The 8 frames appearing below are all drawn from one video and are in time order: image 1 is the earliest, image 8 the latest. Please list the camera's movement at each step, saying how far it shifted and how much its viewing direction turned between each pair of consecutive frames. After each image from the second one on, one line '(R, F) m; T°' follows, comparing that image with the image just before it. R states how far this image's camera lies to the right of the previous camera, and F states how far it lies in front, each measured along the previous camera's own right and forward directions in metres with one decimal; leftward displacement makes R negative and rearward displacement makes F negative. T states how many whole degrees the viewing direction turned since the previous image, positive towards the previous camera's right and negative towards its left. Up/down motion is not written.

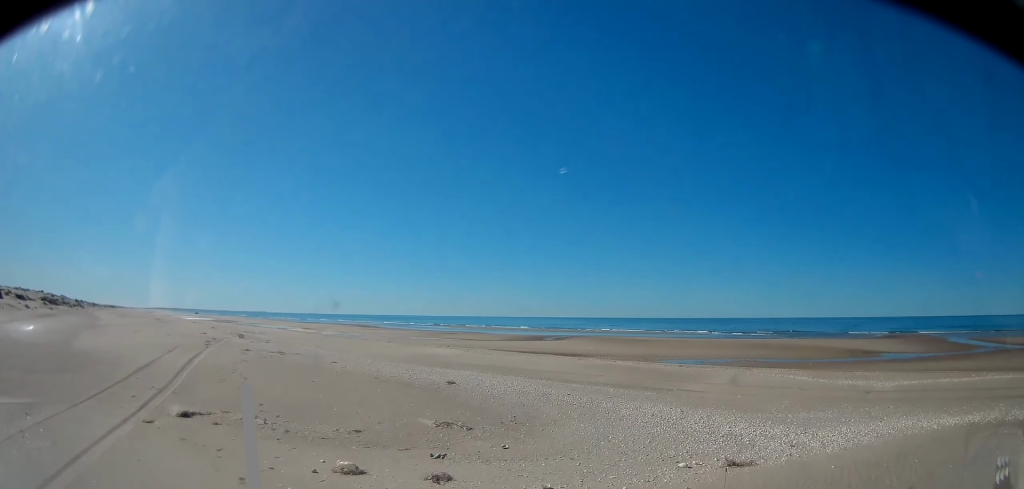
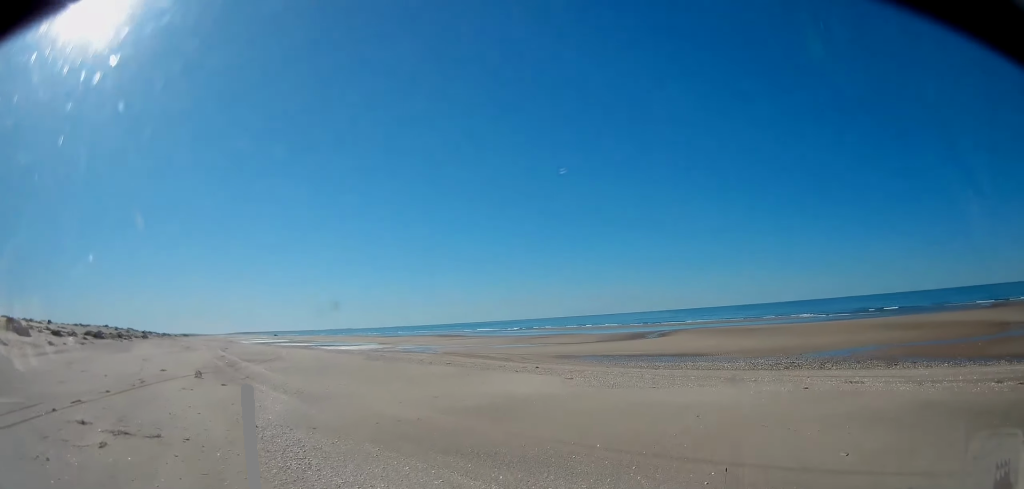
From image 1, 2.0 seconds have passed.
(-1.5, +16.6) m; -14°
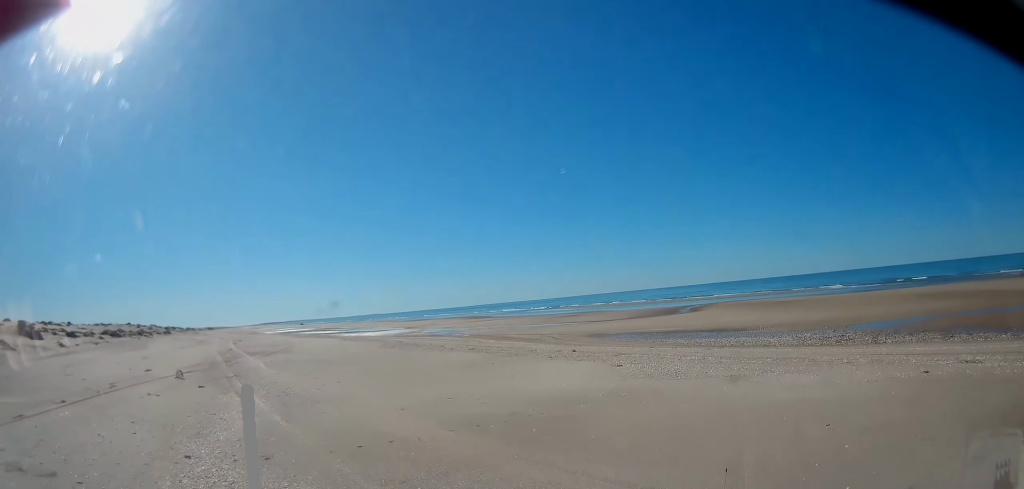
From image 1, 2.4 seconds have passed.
(-0.2, +3.8) m; -3°
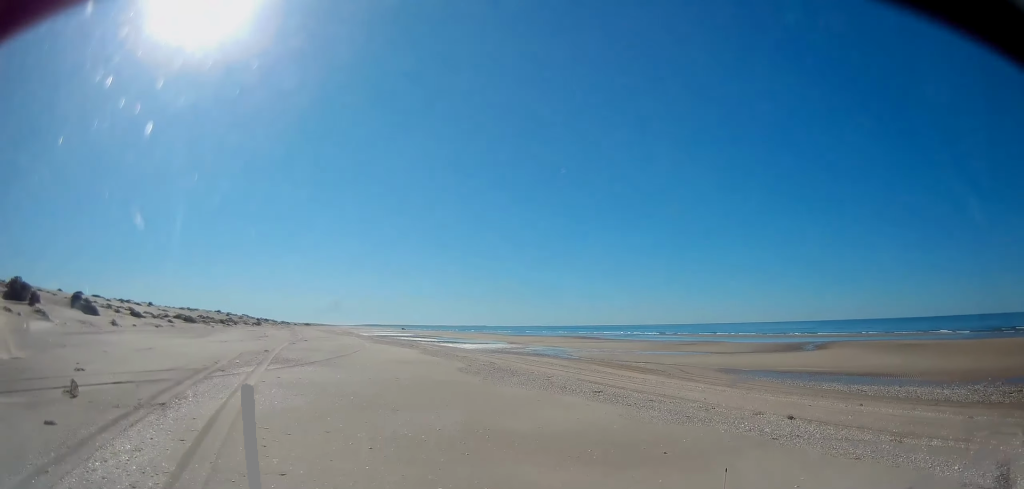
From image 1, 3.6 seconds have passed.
(-0.7, +10.7) m; -8°
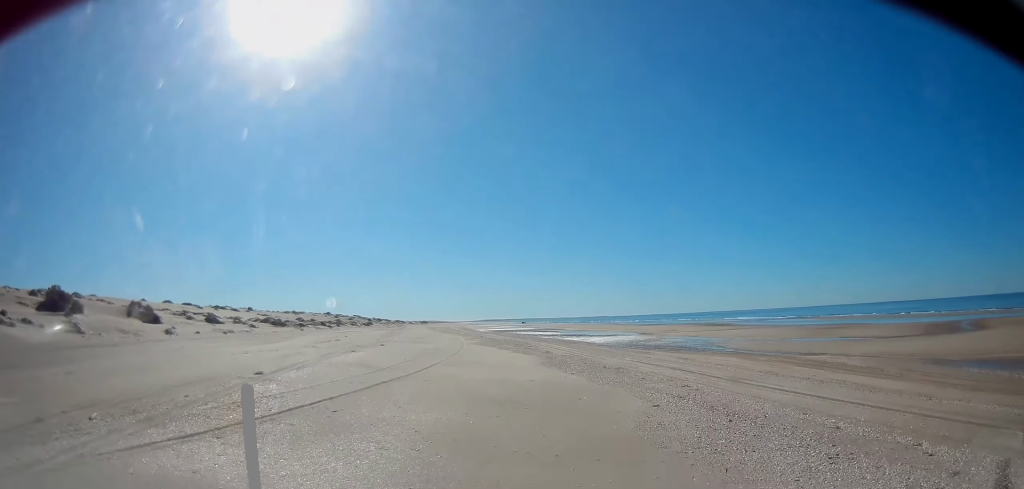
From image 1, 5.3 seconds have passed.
(-2.2, +15.9) m; -10°
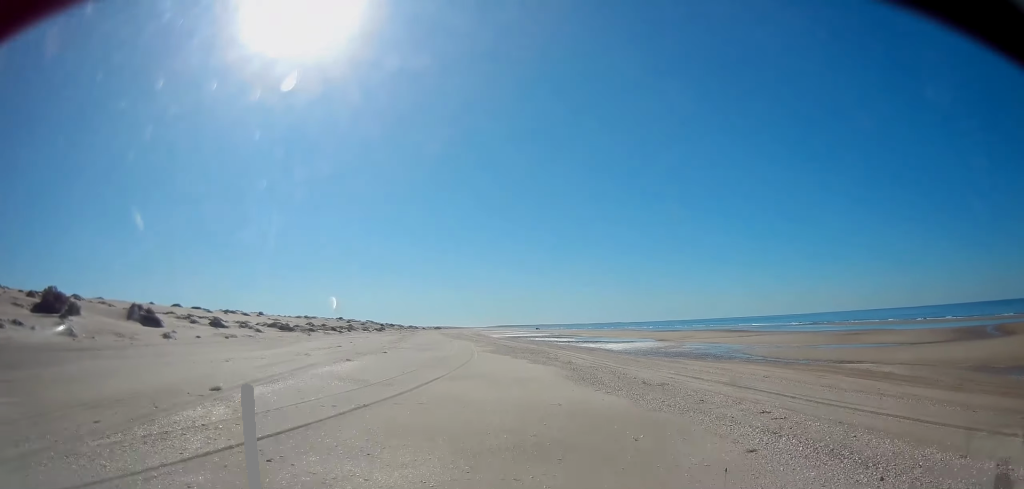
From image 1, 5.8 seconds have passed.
(+0.3, +4.1) m; 0°
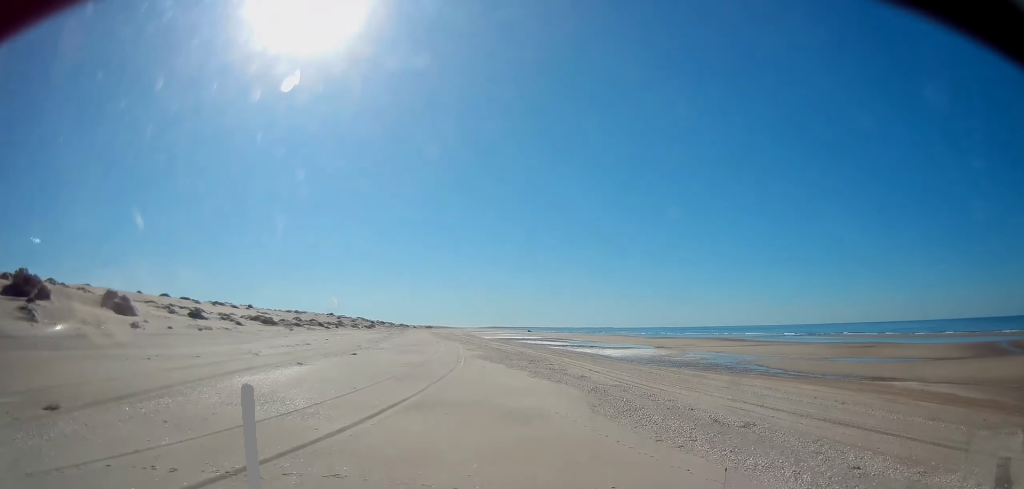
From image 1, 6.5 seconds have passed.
(+0.1, +6.7) m; 0°
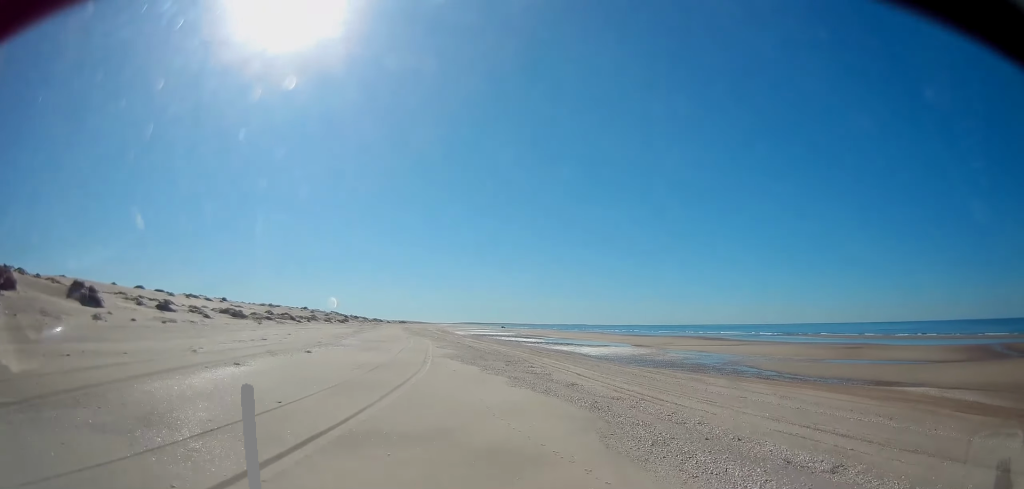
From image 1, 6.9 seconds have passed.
(-0.3, +4.1) m; 0°
